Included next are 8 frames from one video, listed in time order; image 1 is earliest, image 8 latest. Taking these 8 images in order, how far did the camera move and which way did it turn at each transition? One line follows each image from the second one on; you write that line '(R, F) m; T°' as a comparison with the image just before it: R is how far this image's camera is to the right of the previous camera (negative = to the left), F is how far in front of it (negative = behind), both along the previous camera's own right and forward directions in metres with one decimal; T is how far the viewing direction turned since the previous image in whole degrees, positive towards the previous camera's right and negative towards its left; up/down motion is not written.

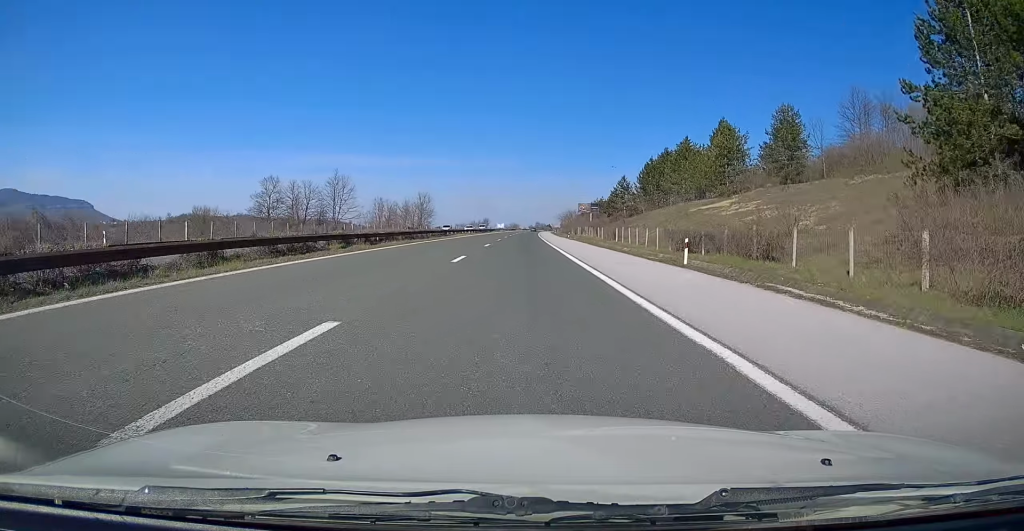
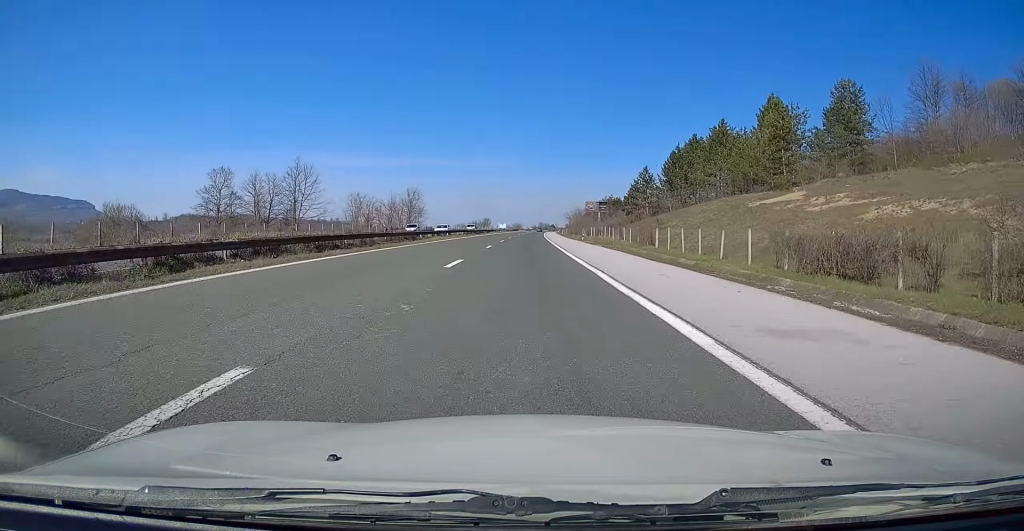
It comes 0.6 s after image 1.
(0.0, +18.3) m; 0°
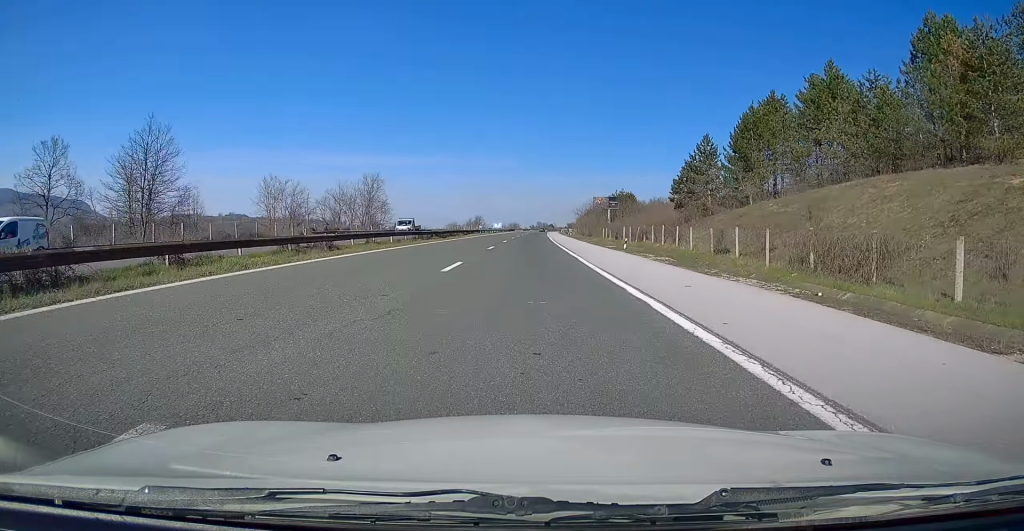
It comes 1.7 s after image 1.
(-0.1, +33.6) m; 0°
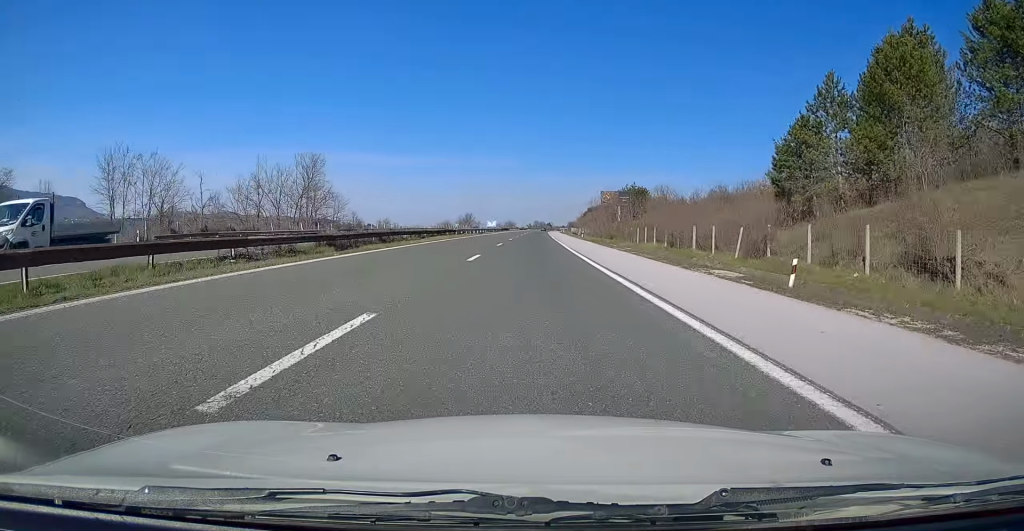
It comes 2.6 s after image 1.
(0.0, +27.5) m; 0°
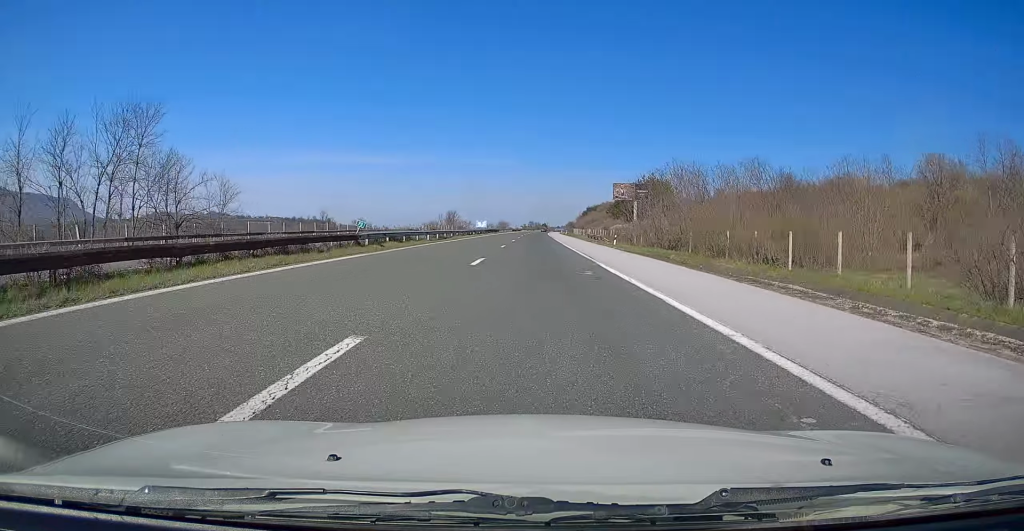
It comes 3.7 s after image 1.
(+0.2, +33.5) m; 0°
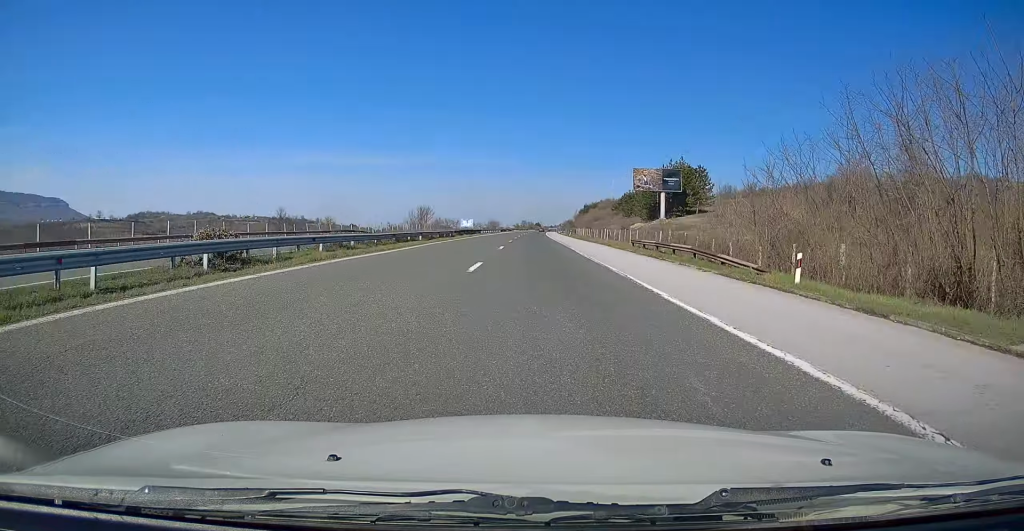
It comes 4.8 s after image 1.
(0.0, +34.6) m; +1°
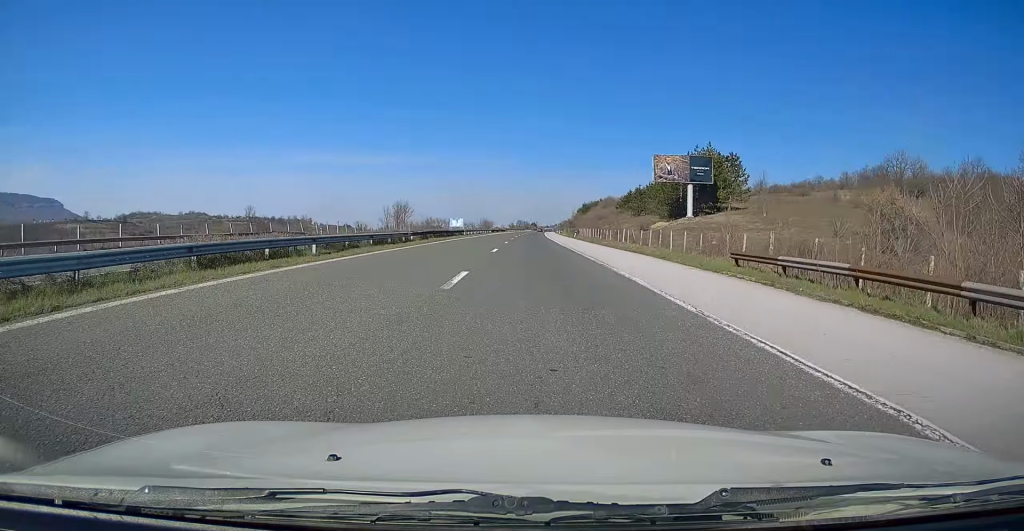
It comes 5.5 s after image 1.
(+0.1, +20.3) m; +1°
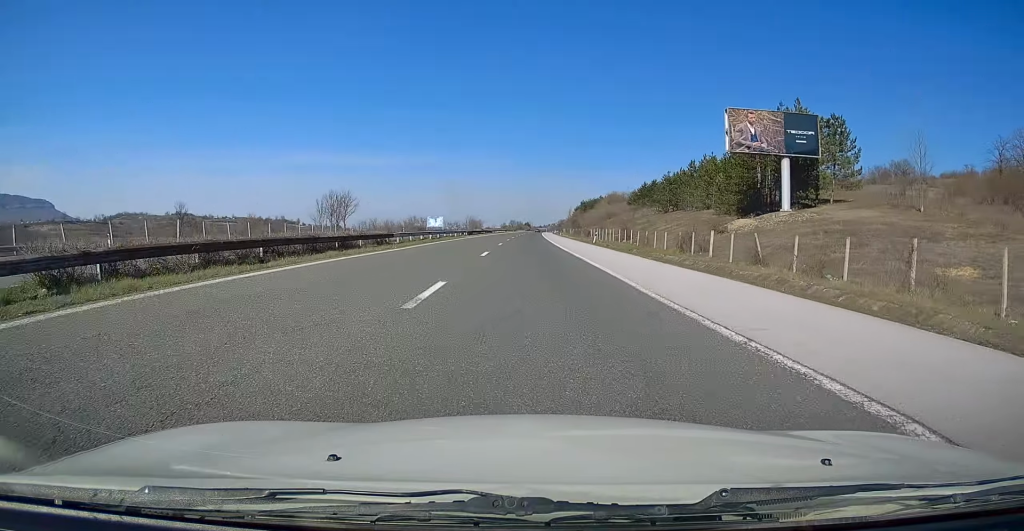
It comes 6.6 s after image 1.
(+0.3, +34.6) m; 0°
